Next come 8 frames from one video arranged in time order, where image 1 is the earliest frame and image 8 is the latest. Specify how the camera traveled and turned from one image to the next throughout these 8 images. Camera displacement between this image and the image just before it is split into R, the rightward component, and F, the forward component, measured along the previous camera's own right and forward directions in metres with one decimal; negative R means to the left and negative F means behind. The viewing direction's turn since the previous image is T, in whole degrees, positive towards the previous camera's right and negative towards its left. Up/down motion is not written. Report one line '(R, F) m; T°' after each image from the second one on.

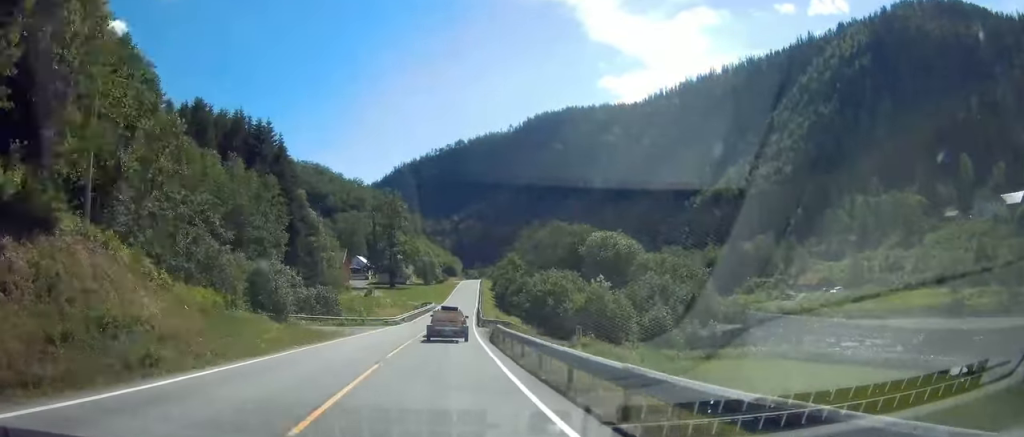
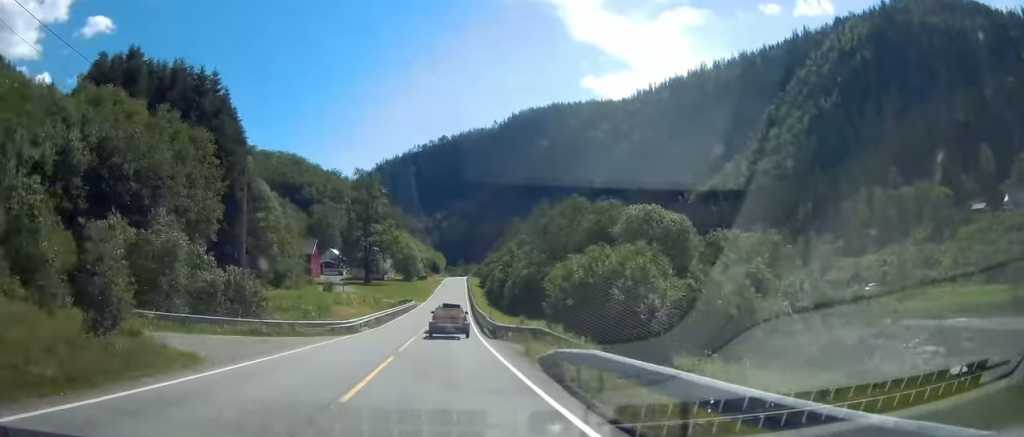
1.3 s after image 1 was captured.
(0.0, +22.1) m; +2°
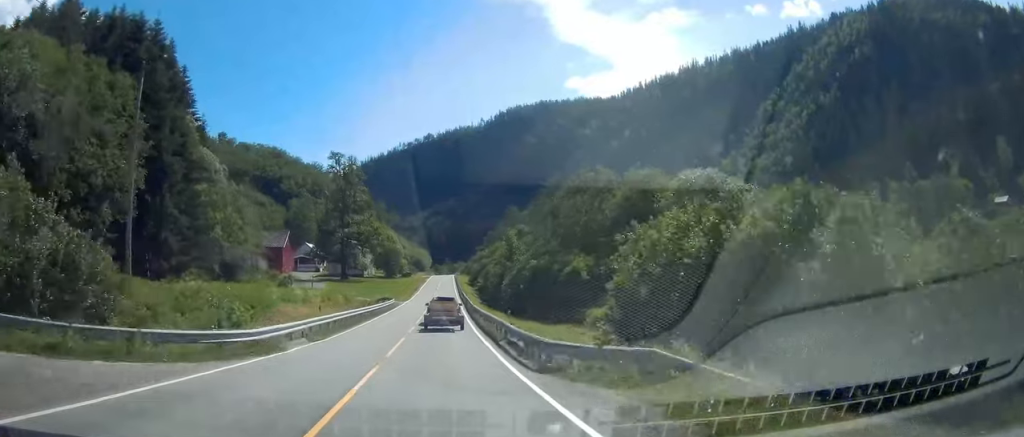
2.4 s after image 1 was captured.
(+0.5, +17.9) m; +2°
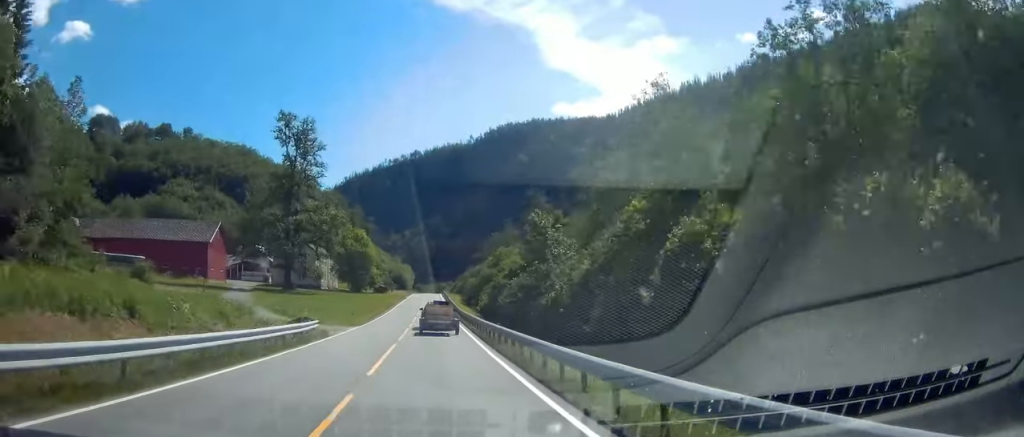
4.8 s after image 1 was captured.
(+1.2, +41.4) m; +3°
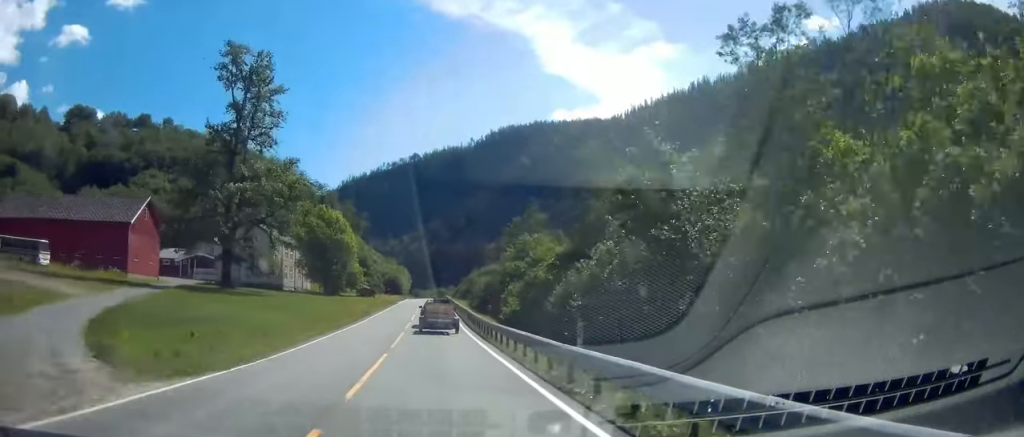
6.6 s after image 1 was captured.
(+0.1, +27.9) m; +2°
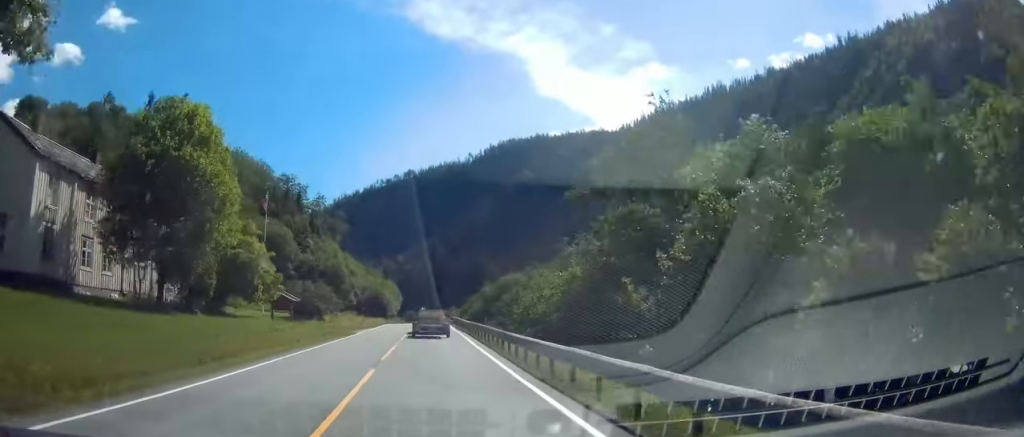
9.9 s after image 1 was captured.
(+2.4, +52.3) m; +3°
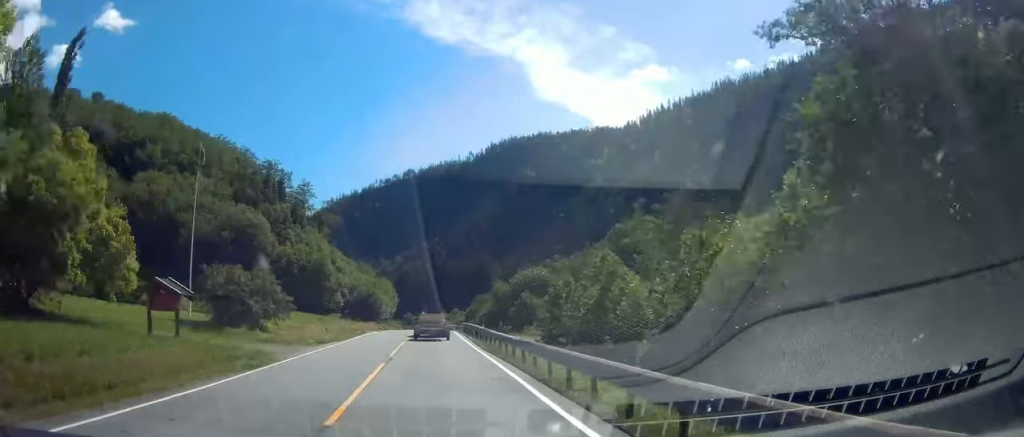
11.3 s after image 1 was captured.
(-0.2, +20.8) m; 0°
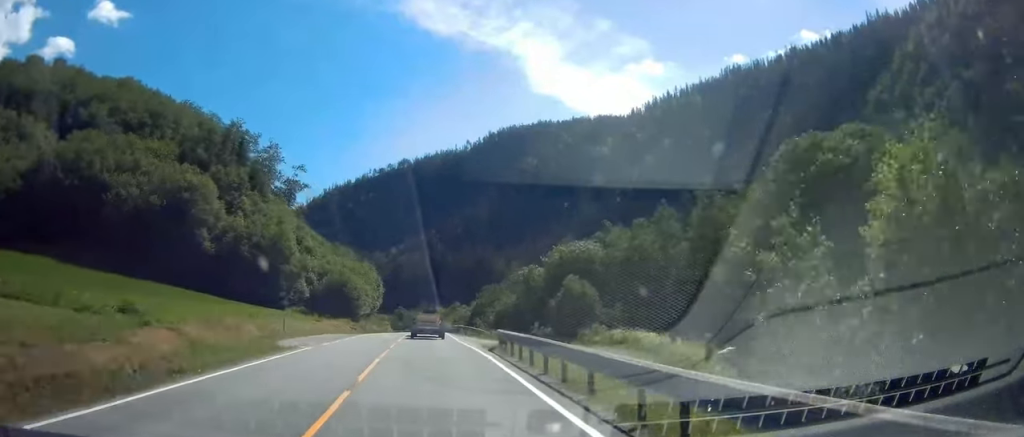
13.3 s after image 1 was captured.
(+0.1, +29.8) m; -1°
